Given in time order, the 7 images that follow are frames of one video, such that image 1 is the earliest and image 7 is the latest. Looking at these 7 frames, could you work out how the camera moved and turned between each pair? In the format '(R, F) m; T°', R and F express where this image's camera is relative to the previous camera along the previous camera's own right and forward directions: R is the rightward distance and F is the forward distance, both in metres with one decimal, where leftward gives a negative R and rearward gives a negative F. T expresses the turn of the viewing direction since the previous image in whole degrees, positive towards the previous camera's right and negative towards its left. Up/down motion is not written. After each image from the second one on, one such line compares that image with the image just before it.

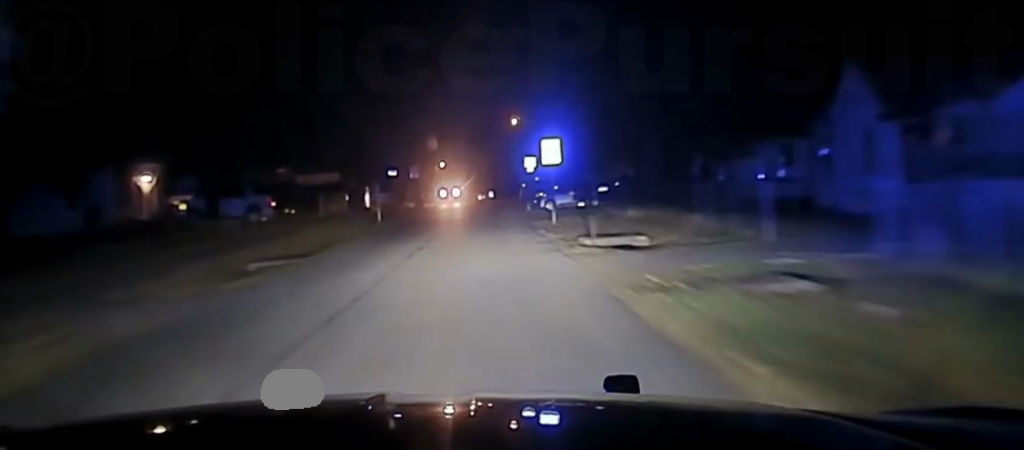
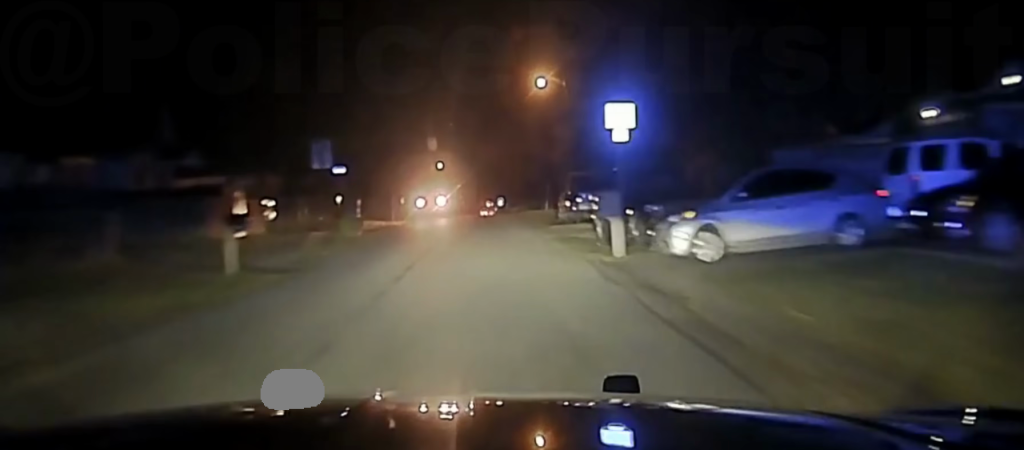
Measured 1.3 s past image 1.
(-0.2, +37.5) m; -1°
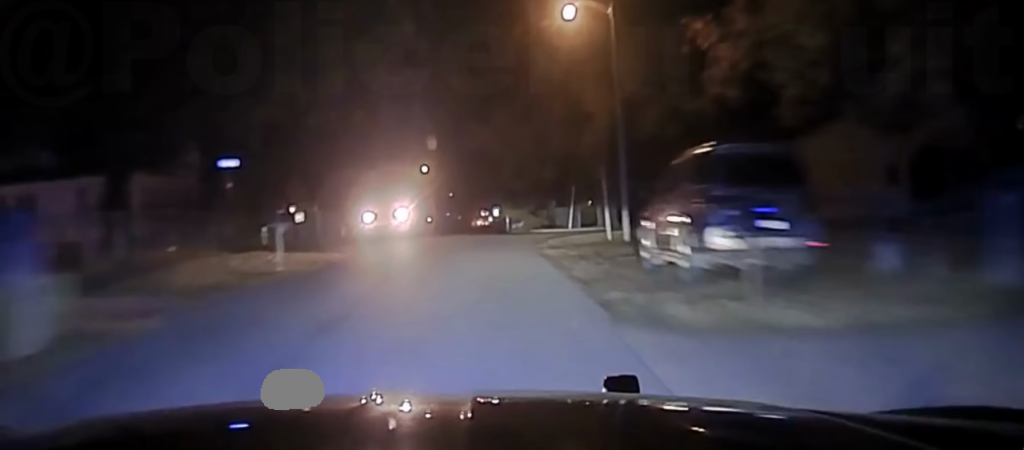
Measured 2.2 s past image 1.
(-0.2, +24.7) m; 0°
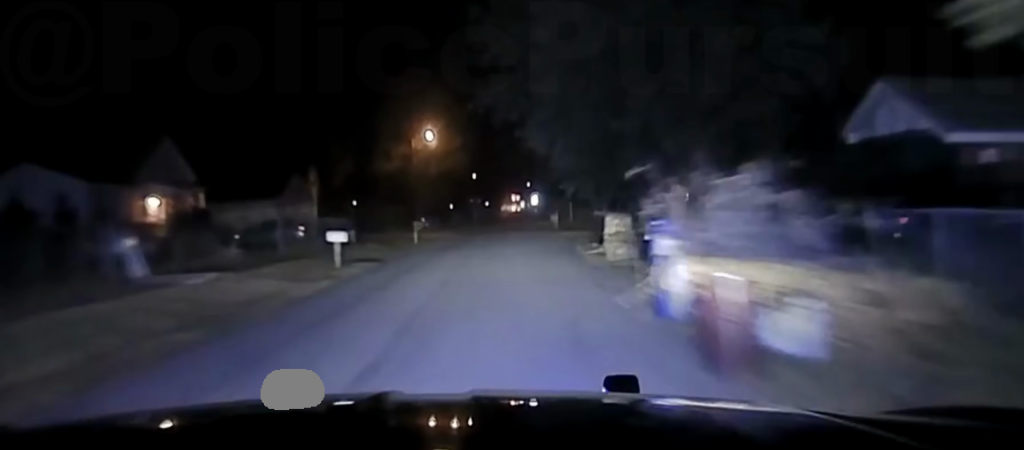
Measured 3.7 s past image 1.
(0.0, +44.9) m; 0°
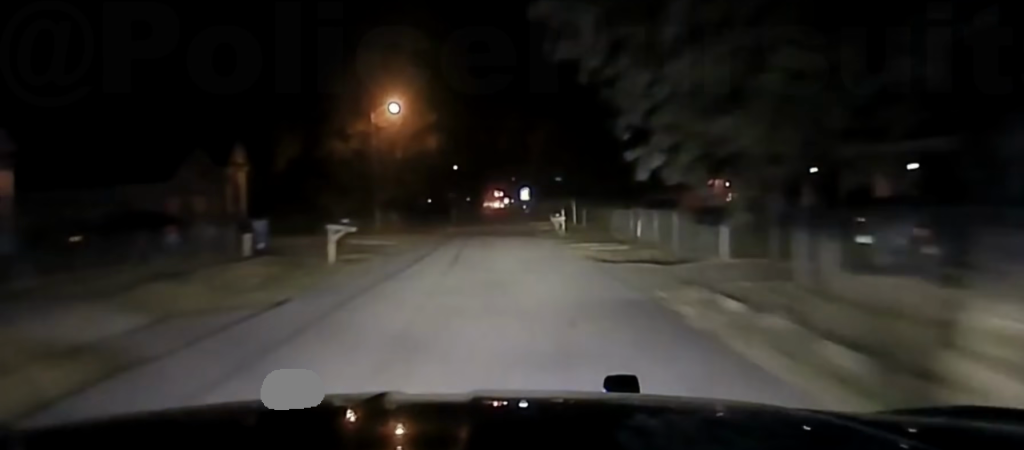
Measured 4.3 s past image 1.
(0.0, +19.4) m; 0°
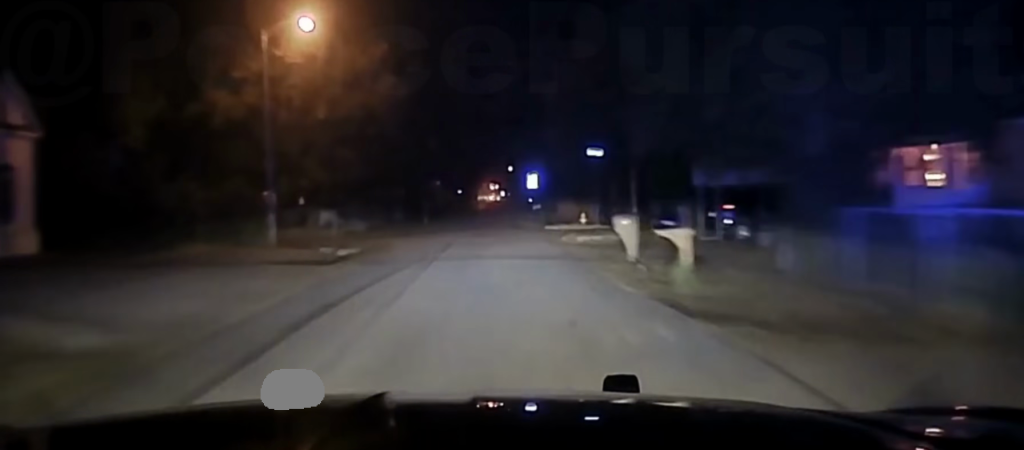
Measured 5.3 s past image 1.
(0.0, +30.5) m; 0°
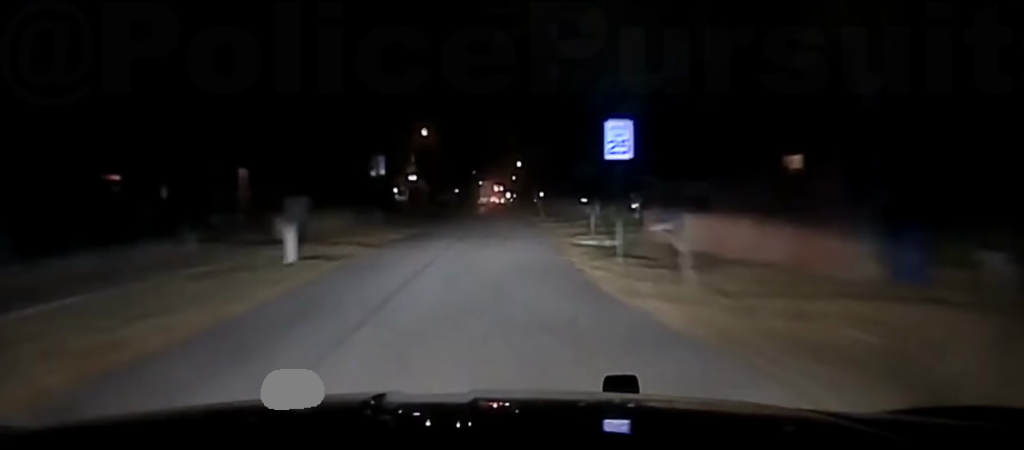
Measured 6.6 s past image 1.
(0.0, +42.0) m; 0°
